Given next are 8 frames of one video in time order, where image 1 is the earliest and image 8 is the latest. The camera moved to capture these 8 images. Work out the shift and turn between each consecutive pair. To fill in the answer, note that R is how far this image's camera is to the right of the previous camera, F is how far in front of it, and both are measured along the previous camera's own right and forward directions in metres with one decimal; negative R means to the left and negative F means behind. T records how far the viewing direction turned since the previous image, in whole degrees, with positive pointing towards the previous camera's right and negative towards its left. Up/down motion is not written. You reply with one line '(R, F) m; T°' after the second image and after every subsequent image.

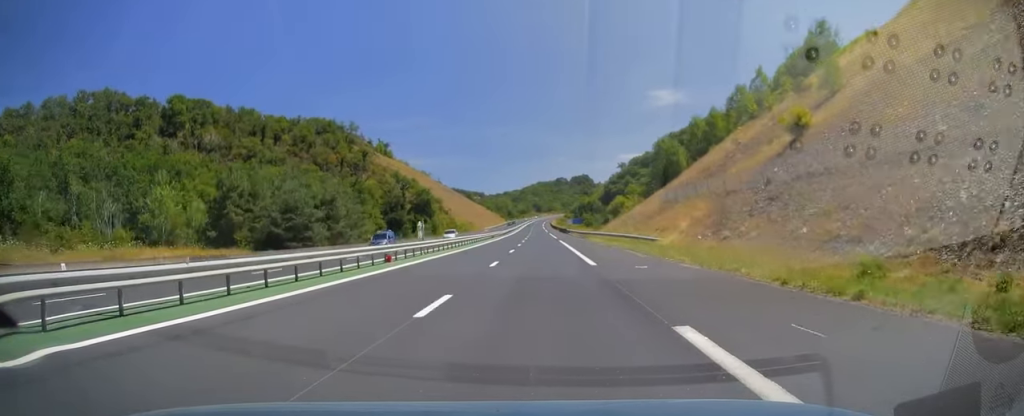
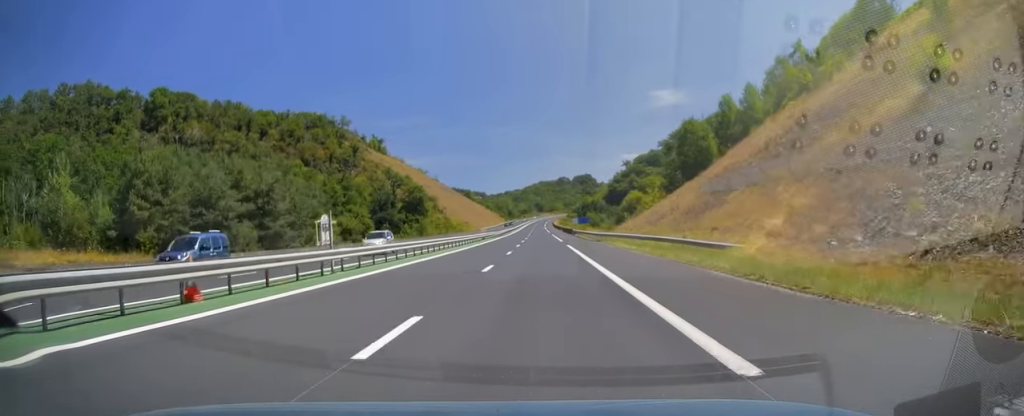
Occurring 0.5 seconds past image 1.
(0.0, +15.9) m; 0°
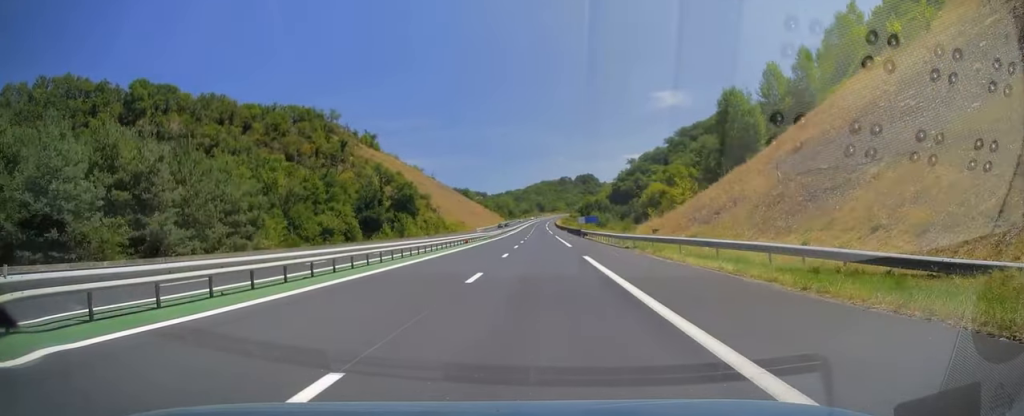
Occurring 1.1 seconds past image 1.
(-0.1, +16.9) m; 0°
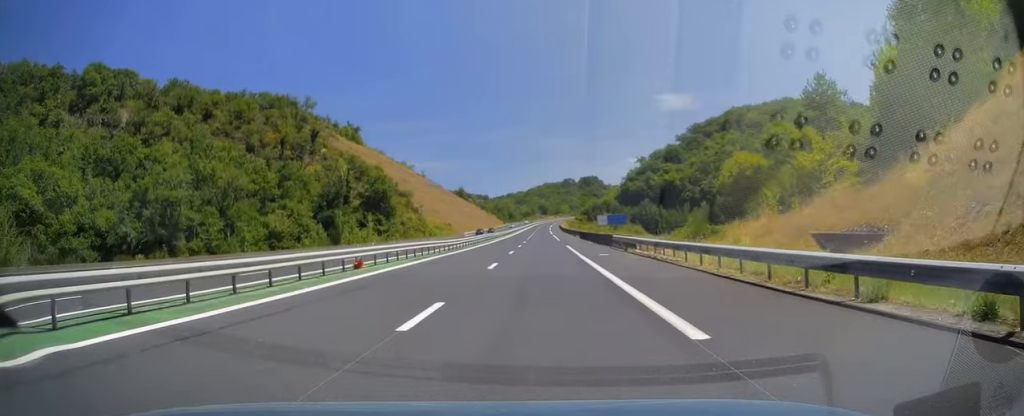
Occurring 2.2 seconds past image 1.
(+0.2, +32.9) m; 0°
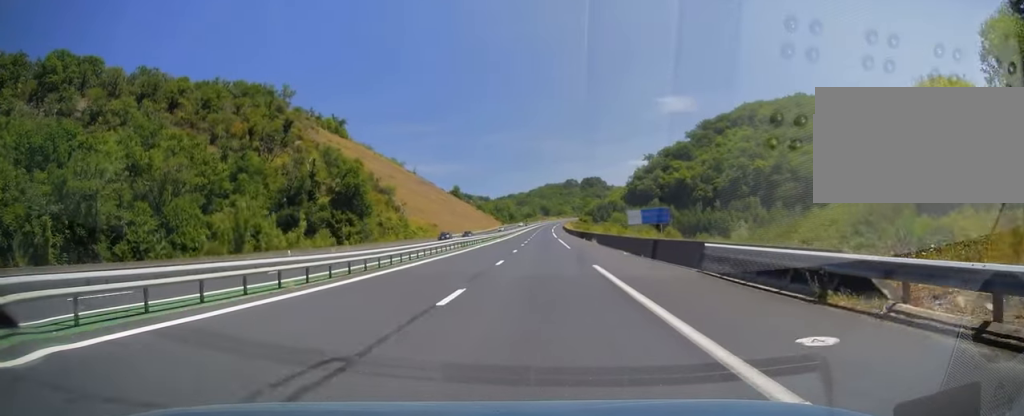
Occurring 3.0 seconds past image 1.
(-0.3, +23.4) m; -1°
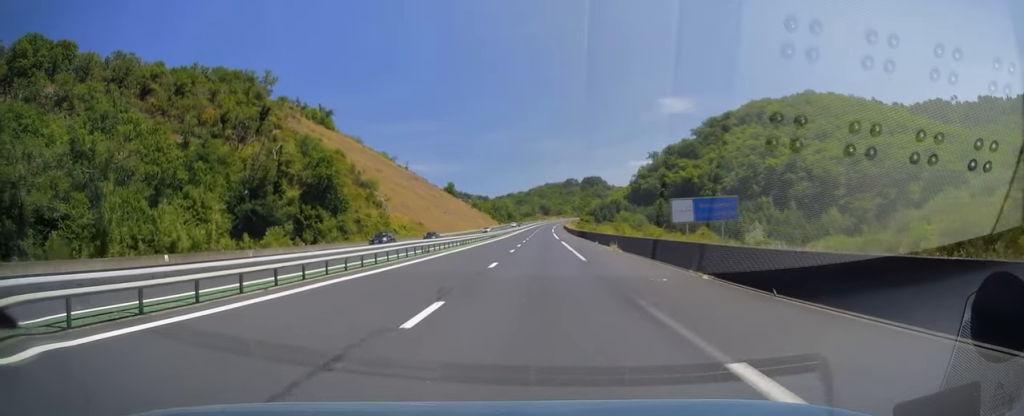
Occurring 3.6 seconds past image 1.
(0.0, +16.1) m; 0°
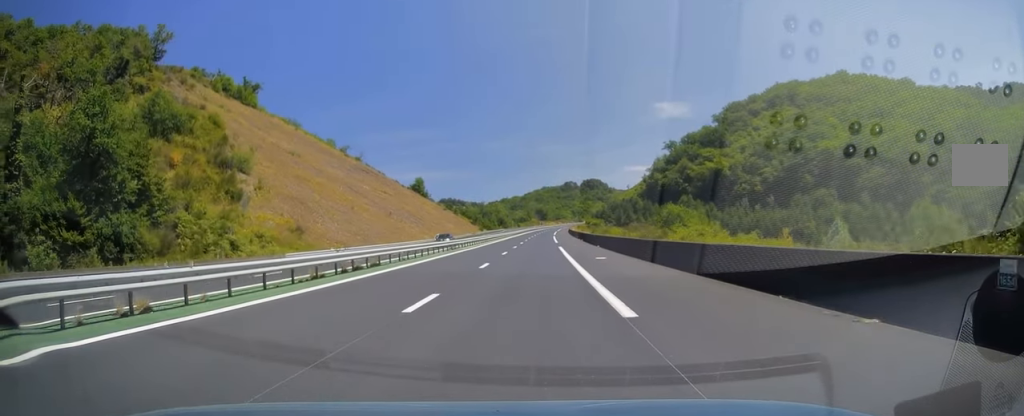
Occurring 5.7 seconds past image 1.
(+0.6, +61.3) m; +1°
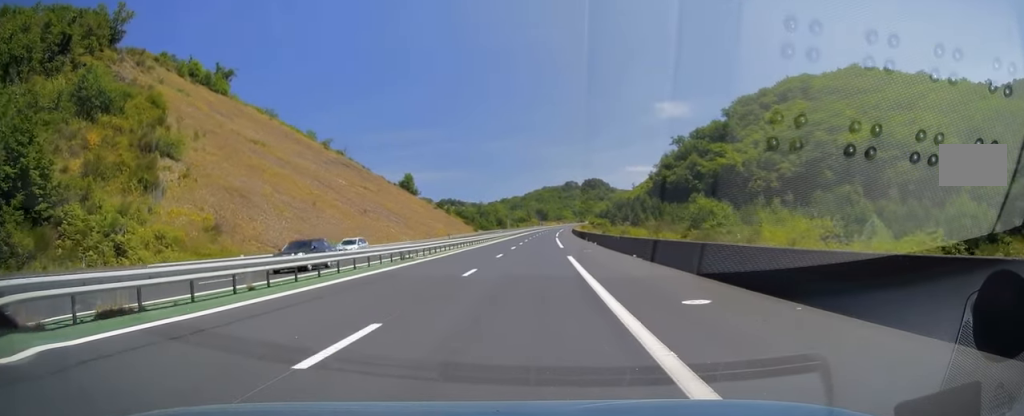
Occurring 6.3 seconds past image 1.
(0.0, +17.5) m; 0°
